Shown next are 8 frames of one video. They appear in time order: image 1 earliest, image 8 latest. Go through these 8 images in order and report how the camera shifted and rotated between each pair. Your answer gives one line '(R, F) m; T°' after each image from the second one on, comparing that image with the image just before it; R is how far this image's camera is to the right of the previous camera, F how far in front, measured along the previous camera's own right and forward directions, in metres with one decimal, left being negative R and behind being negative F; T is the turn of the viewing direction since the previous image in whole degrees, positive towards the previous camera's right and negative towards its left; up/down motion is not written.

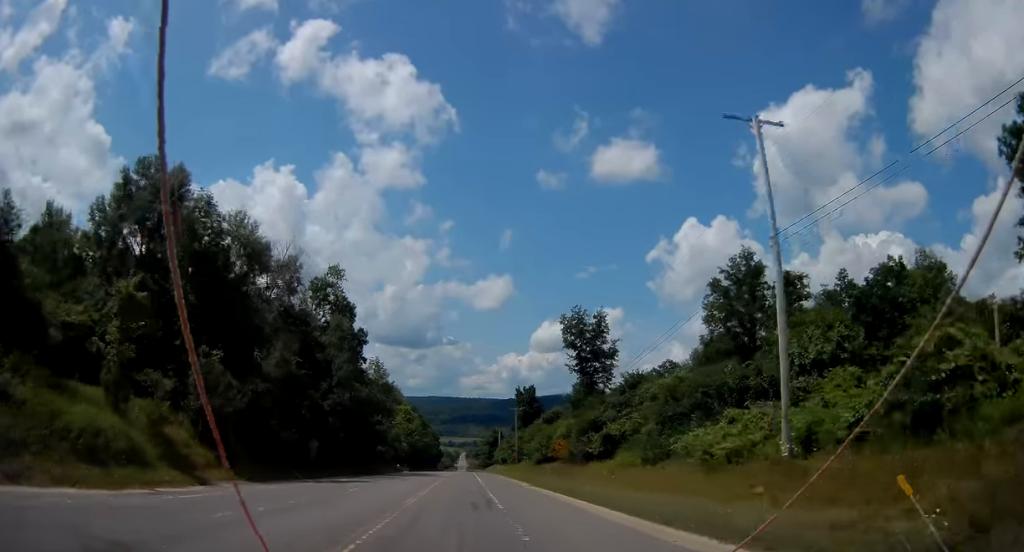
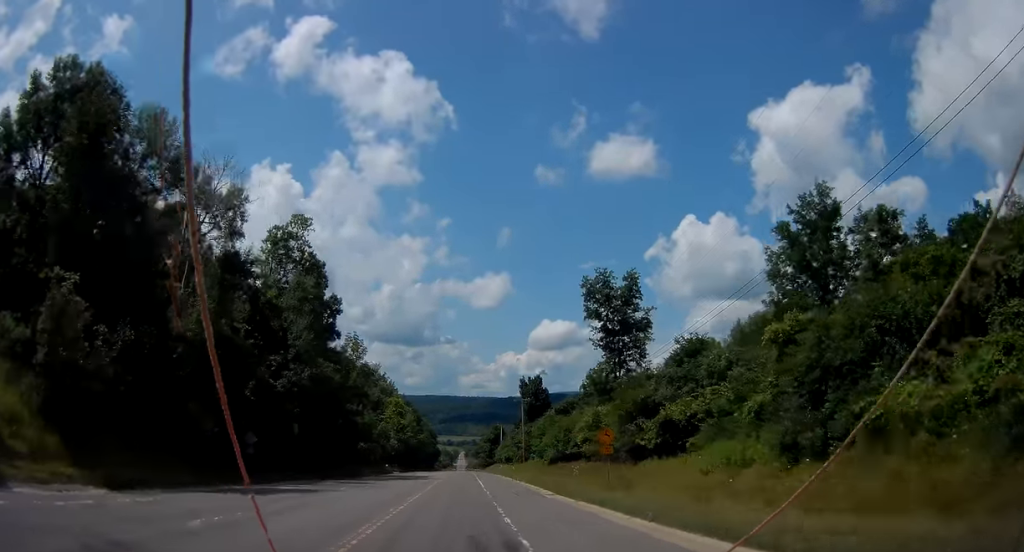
(0.0, +16.0) m; 0°
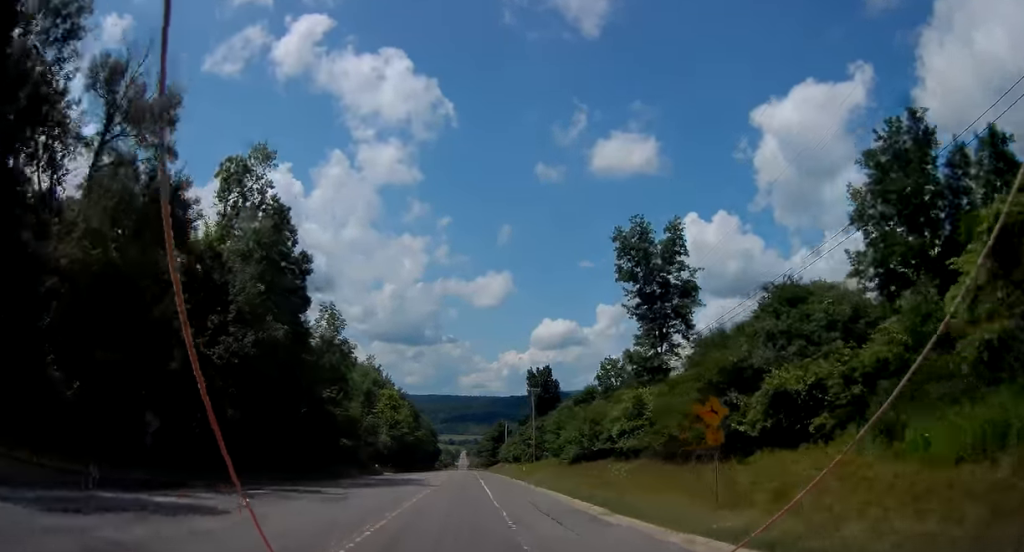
(0.0, +13.4) m; 0°
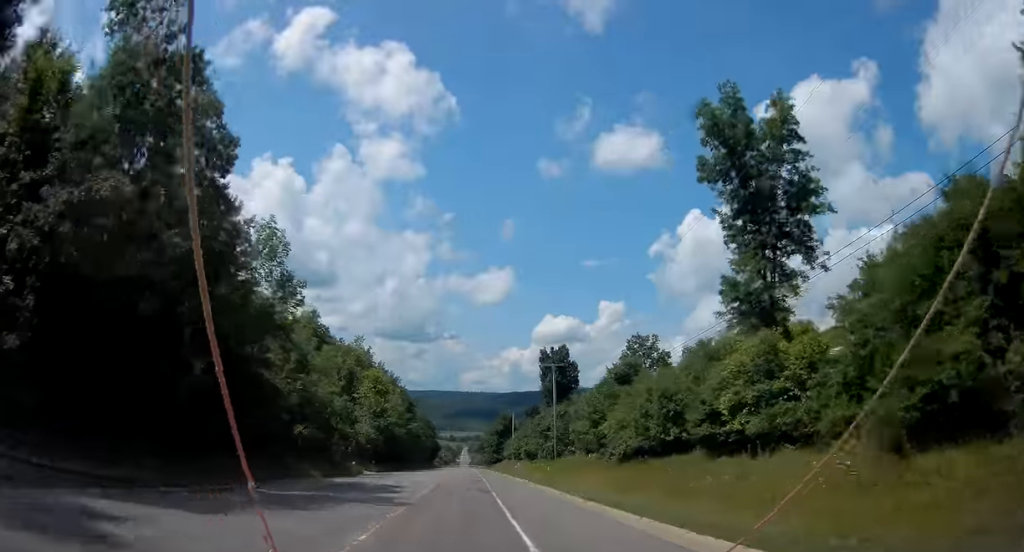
(0.0, +19.1) m; 0°
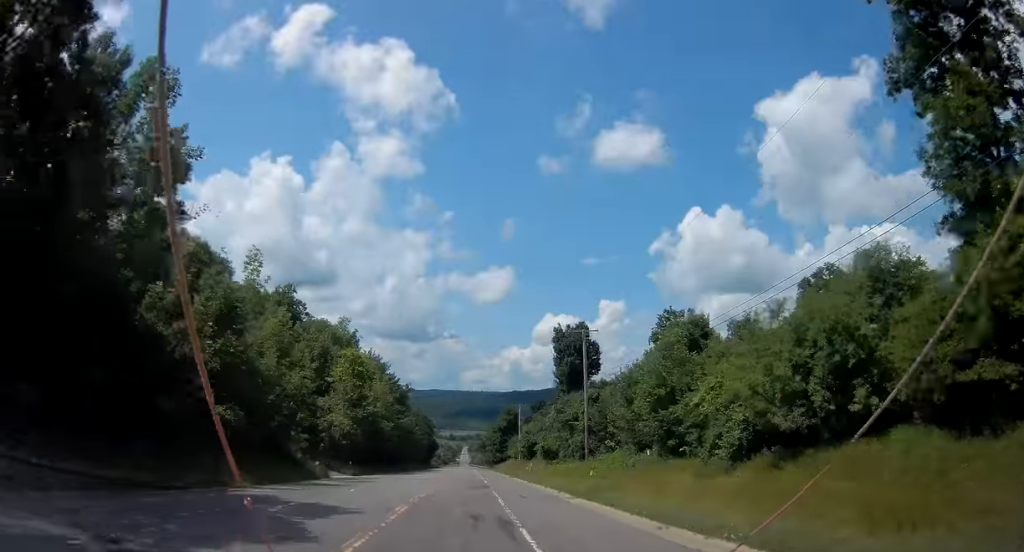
(-0.1, +17.3) m; 0°
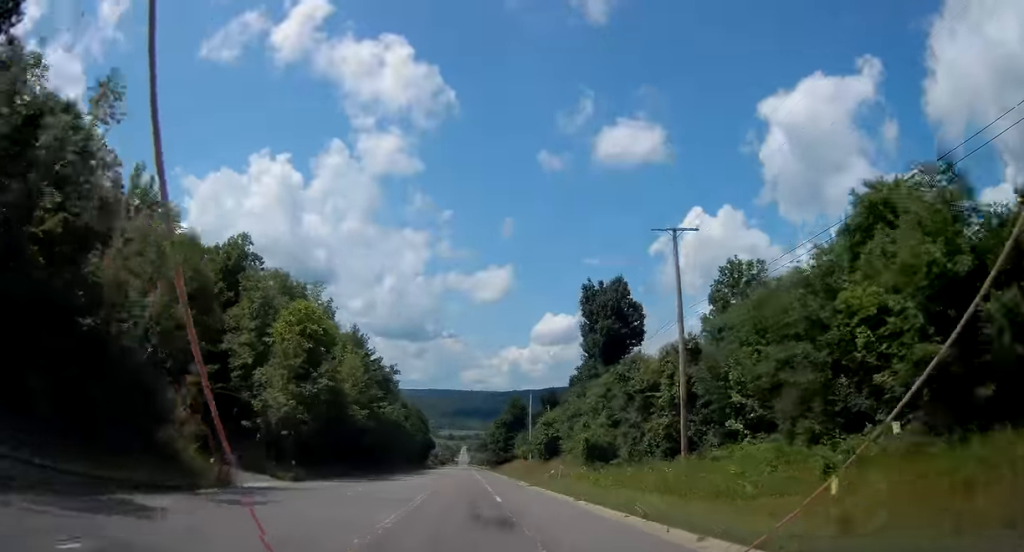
(-0.1, +23.1) m; 0°
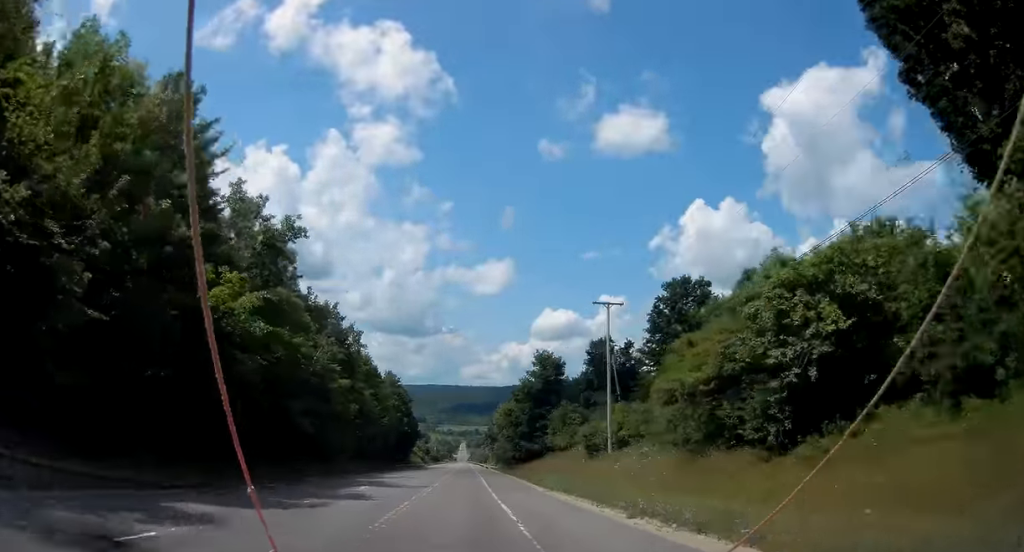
(+0.1, +57.7) m; 0°
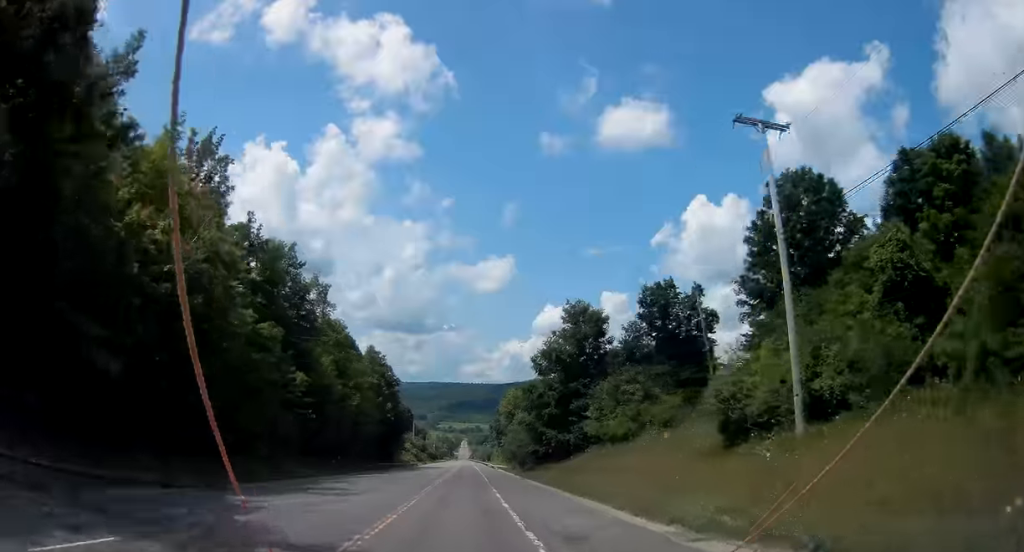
(+0.2, +26.5) m; 0°
